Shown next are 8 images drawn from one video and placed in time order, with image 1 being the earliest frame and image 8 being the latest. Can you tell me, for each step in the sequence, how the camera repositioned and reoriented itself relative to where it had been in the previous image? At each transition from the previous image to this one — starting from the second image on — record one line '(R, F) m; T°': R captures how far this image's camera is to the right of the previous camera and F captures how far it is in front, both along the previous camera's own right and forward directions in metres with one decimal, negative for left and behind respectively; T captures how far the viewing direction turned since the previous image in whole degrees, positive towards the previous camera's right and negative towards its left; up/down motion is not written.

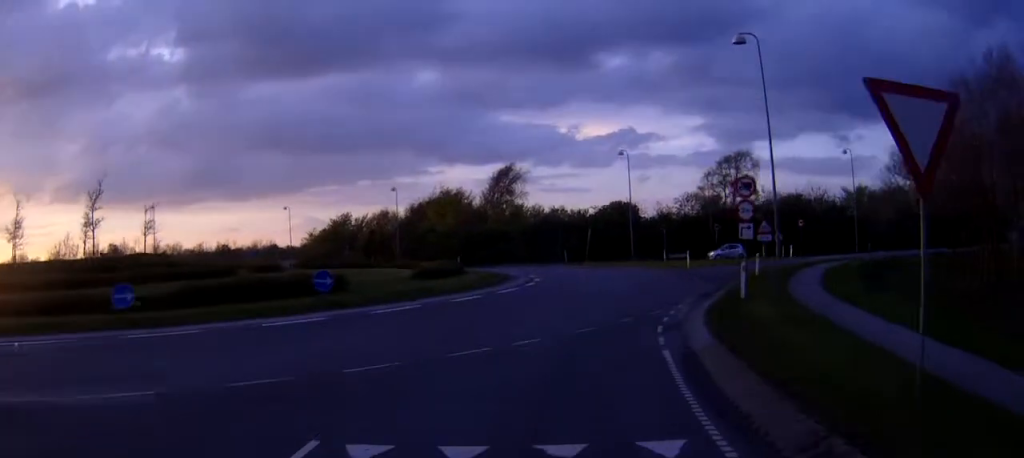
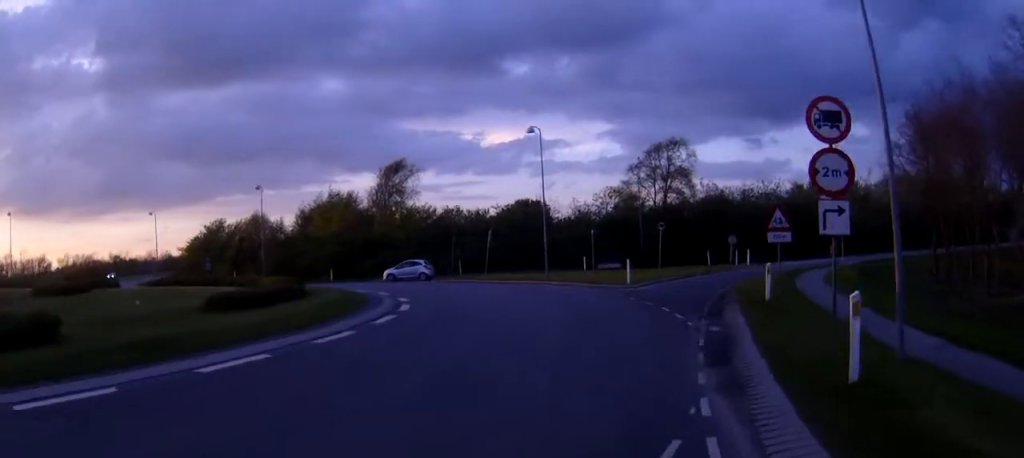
(+1.1, +12.9) m; +8°
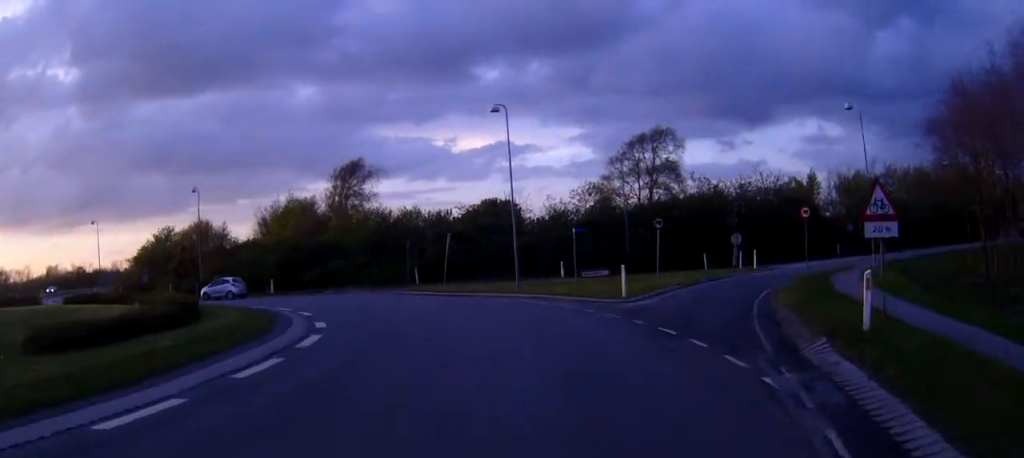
(+0.2, +7.4) m; +1°
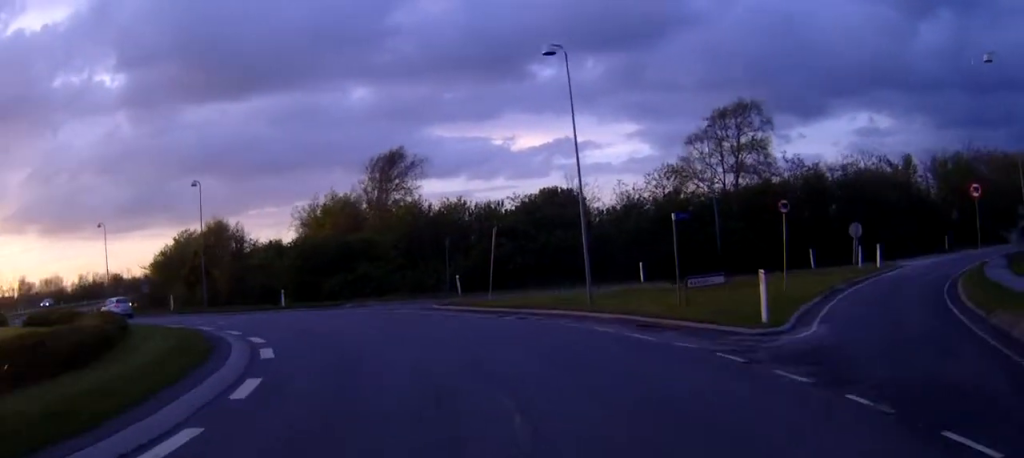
(-0.2, +9.4) m; -6°
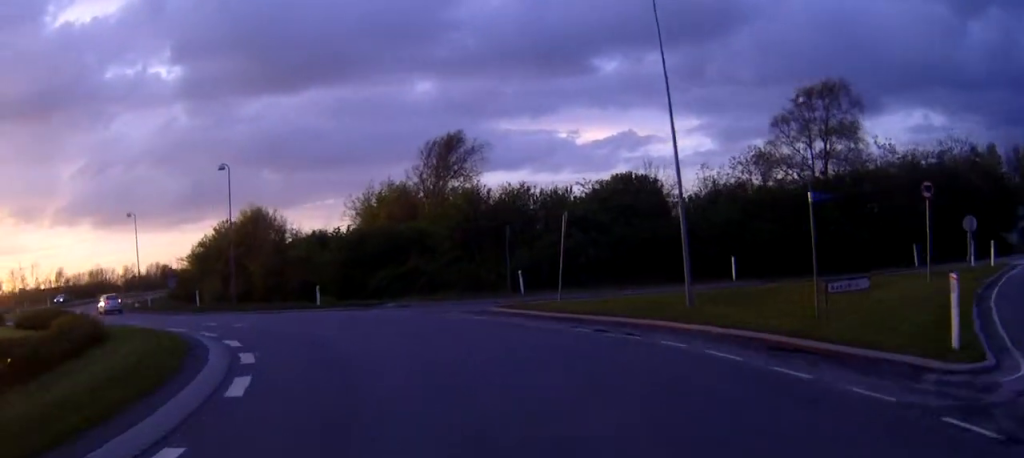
(-0.4, +5.4) m; -5°
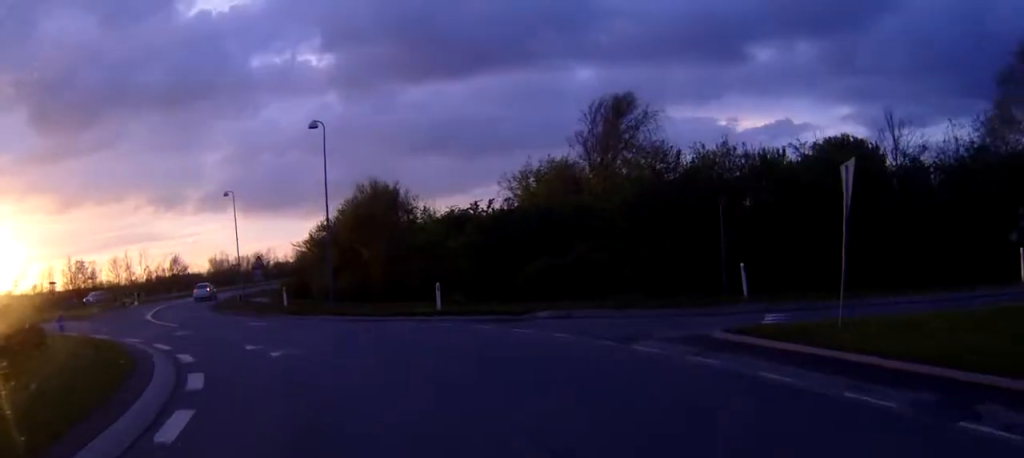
(-0.9, +11.2) m; -12°
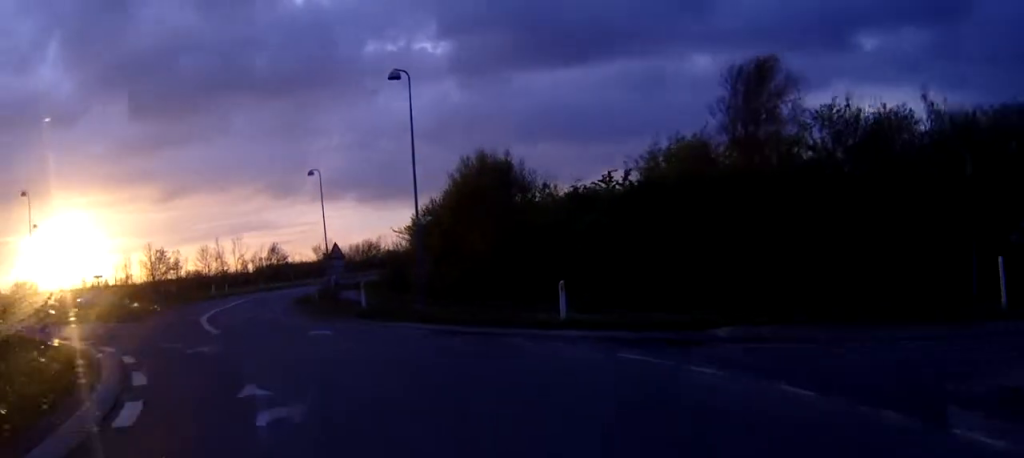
(-0.7, +7.4) m; -10°
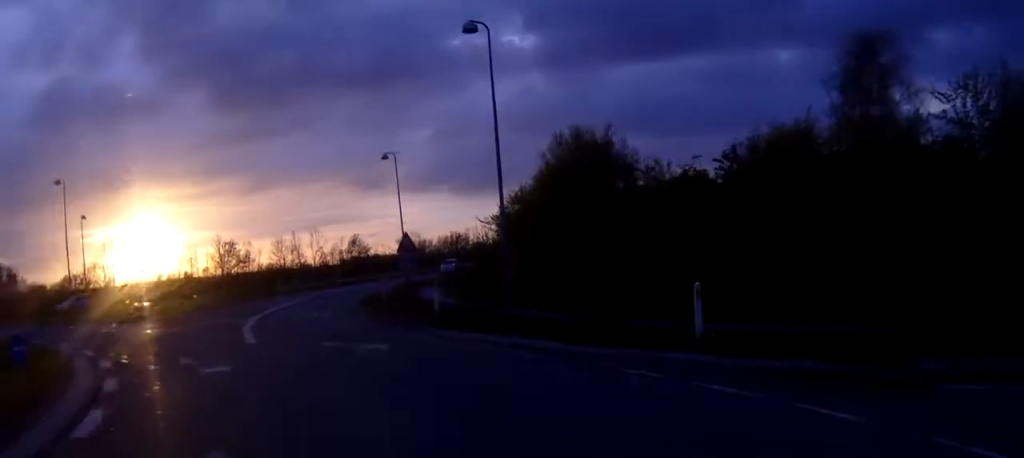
(-0.4, +4.8) m; -7°
